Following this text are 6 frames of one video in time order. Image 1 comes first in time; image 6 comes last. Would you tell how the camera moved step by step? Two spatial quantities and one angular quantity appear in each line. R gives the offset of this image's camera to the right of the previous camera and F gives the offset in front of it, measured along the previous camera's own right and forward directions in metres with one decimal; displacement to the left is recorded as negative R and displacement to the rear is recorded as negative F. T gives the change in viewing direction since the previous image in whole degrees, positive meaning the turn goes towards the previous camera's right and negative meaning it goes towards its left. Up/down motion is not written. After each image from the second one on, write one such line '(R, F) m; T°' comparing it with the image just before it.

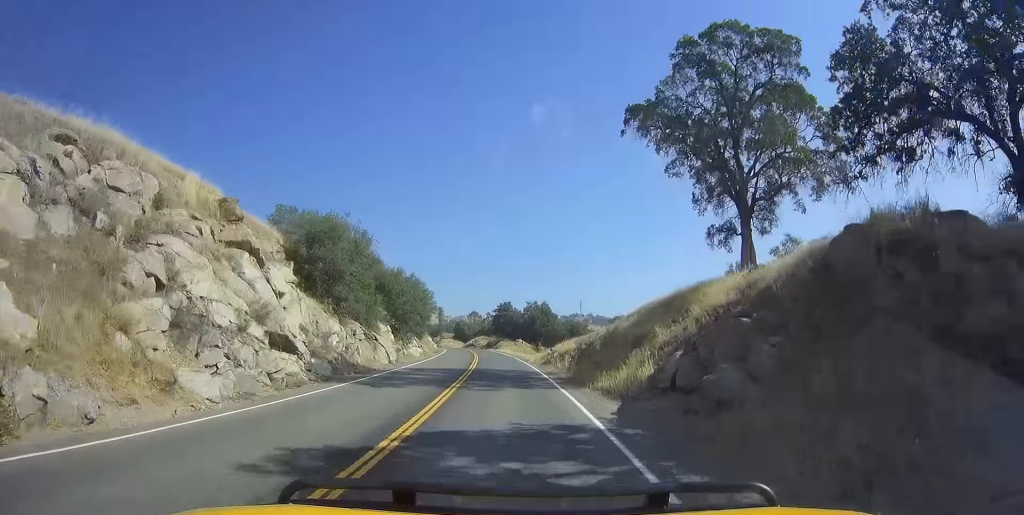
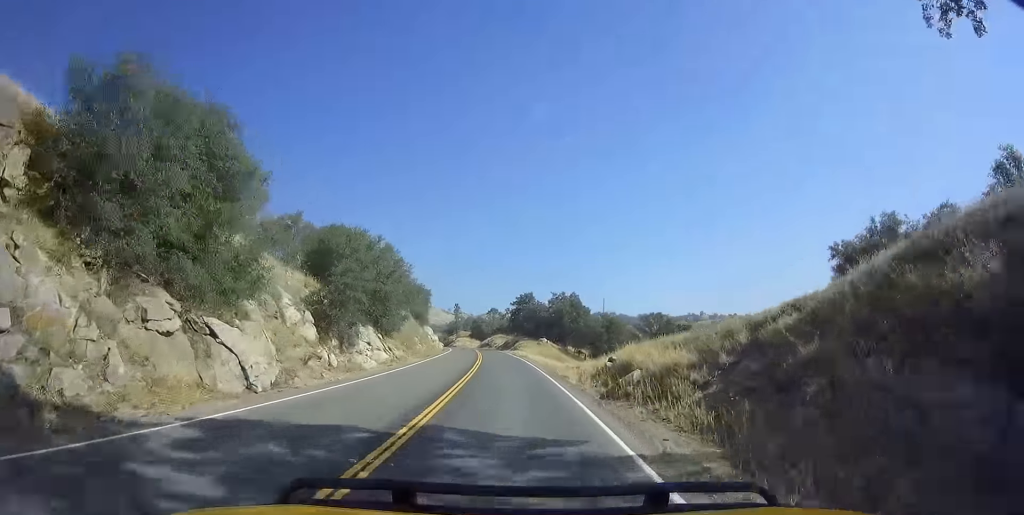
(+0.1, +19.5) m; -1°
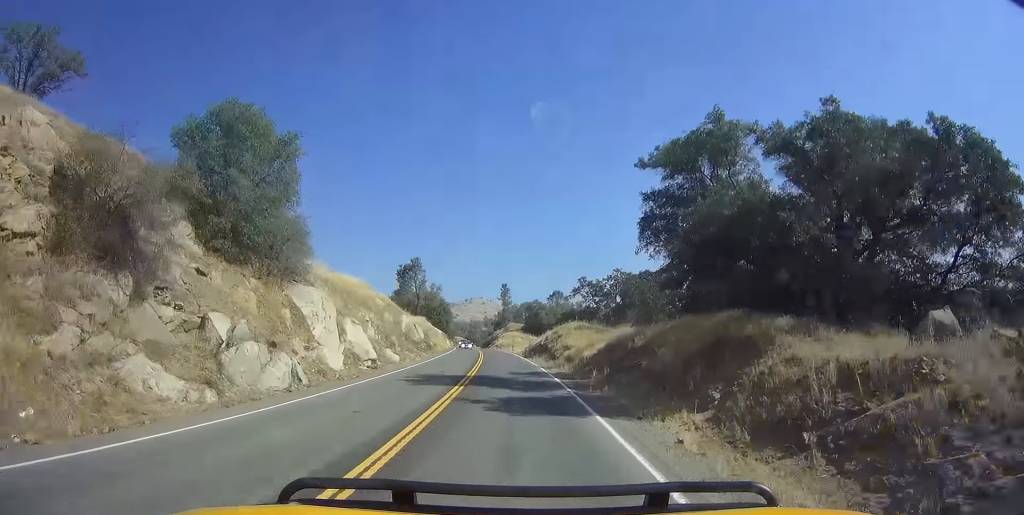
(-6.2, +71.9) m; -8°
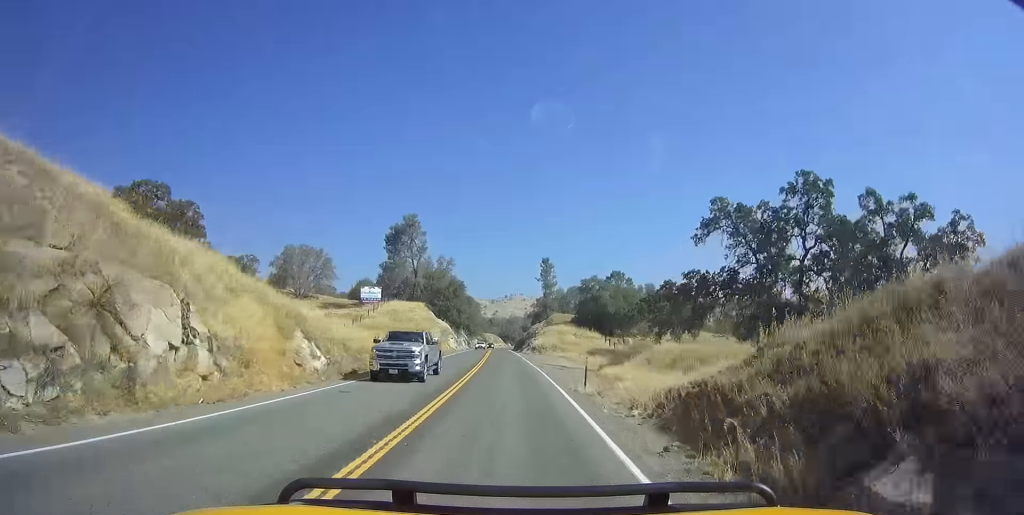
(-0.5, +52.0) m; -3°
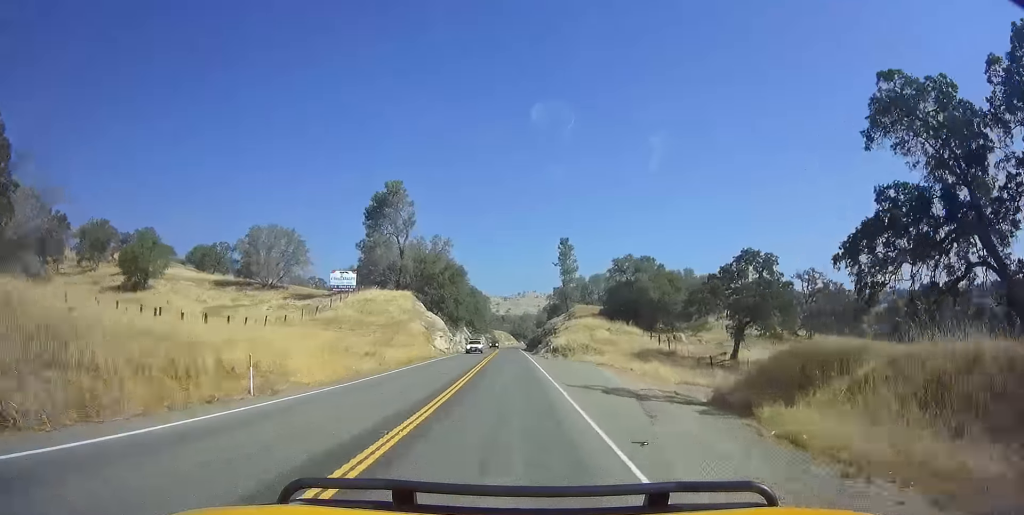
(-0.8, +21.3) m; -3°
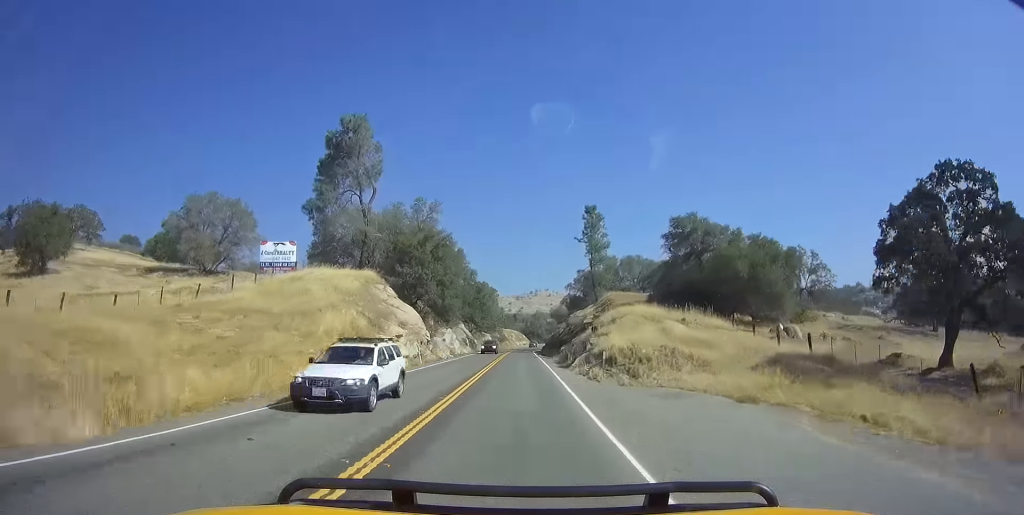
(-0.5, +24.2) m; -1°
